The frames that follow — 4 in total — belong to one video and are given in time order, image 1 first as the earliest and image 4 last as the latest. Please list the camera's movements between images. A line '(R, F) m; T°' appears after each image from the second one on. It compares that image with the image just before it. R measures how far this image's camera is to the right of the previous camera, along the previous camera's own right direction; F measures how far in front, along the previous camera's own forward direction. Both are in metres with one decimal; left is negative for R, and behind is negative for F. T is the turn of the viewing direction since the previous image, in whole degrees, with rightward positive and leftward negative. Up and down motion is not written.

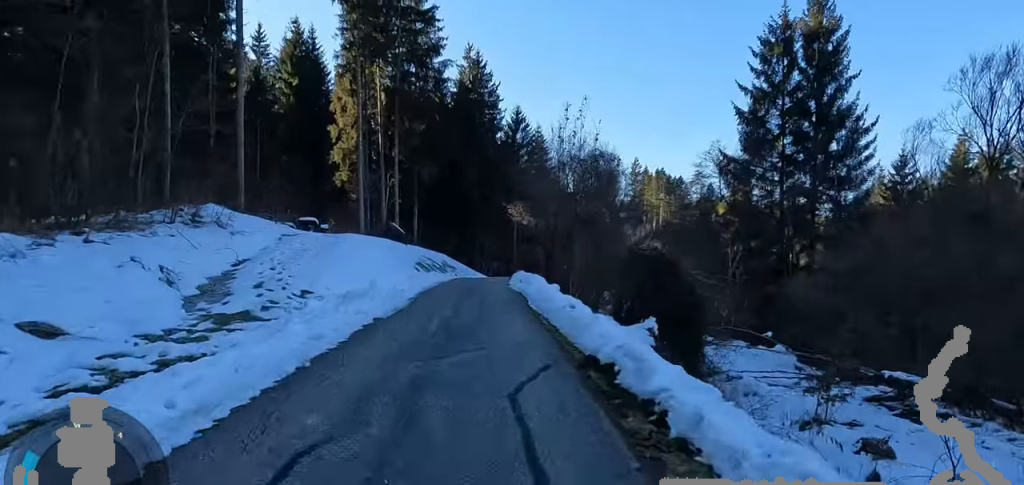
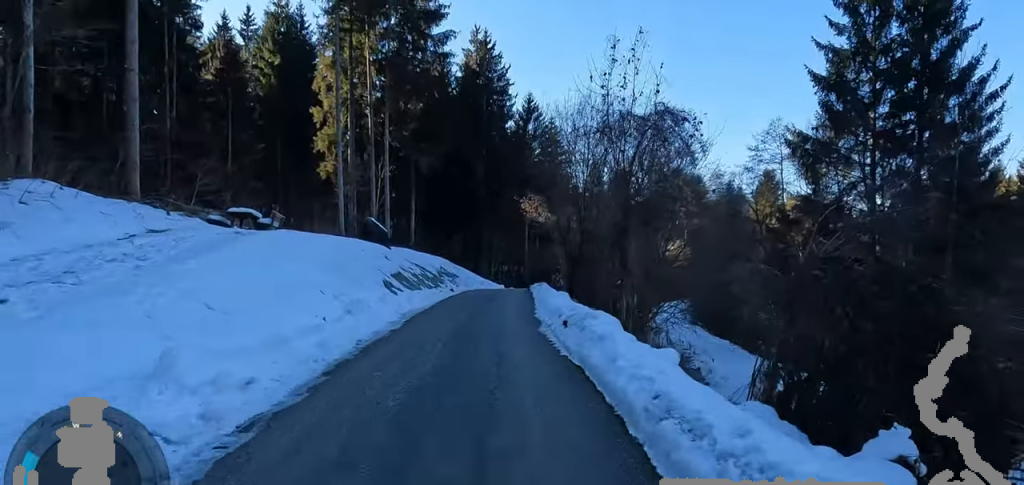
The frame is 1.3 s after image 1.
(+1.3, +8.1) m; 0°
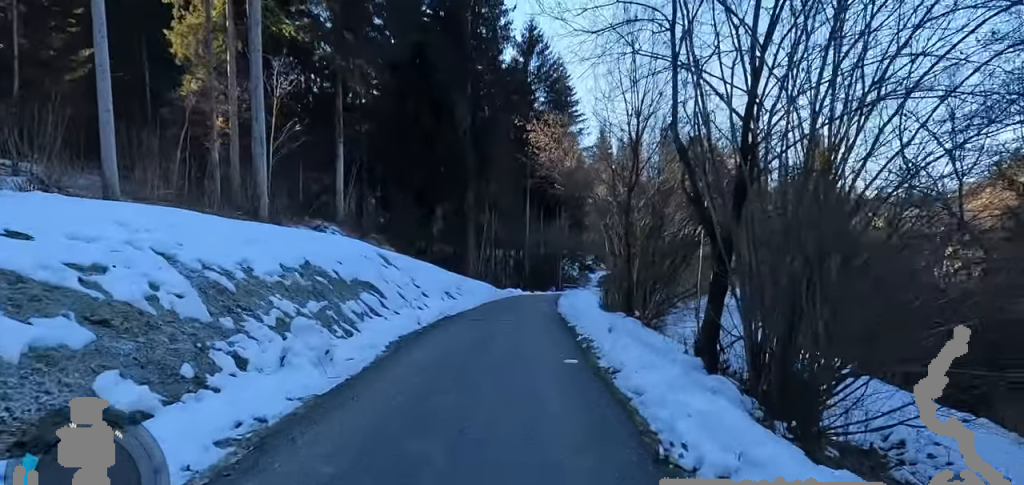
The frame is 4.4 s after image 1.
(-3.3, +19.5) m; +2°
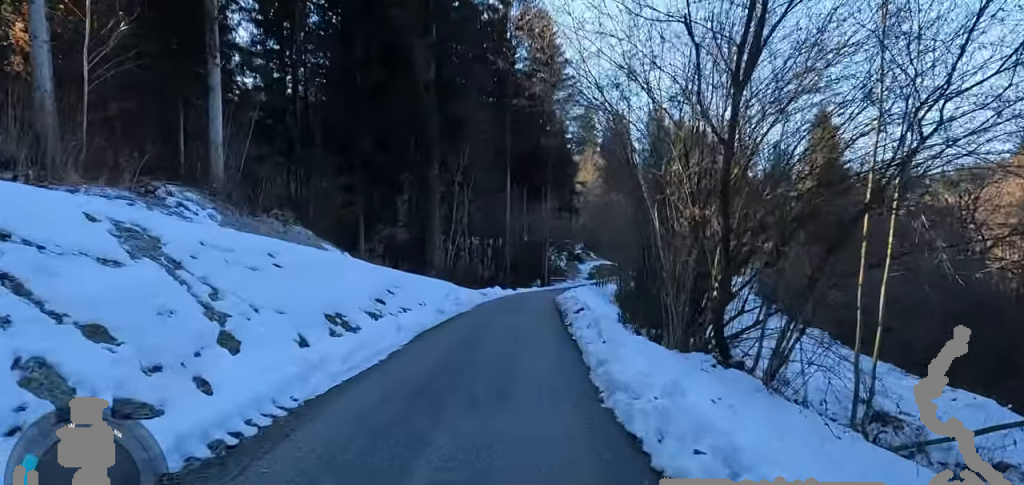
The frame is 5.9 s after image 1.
(+0.5, +9.1) m; +2°
